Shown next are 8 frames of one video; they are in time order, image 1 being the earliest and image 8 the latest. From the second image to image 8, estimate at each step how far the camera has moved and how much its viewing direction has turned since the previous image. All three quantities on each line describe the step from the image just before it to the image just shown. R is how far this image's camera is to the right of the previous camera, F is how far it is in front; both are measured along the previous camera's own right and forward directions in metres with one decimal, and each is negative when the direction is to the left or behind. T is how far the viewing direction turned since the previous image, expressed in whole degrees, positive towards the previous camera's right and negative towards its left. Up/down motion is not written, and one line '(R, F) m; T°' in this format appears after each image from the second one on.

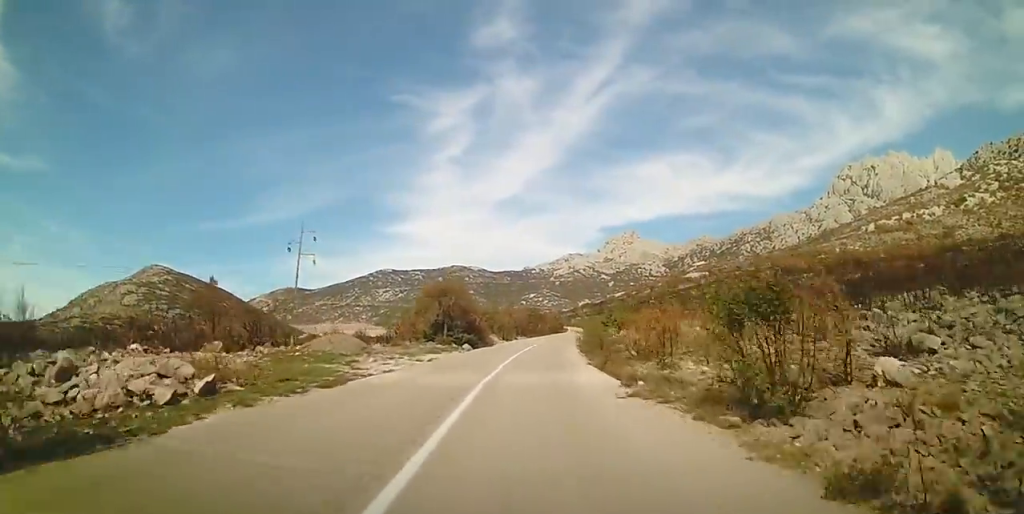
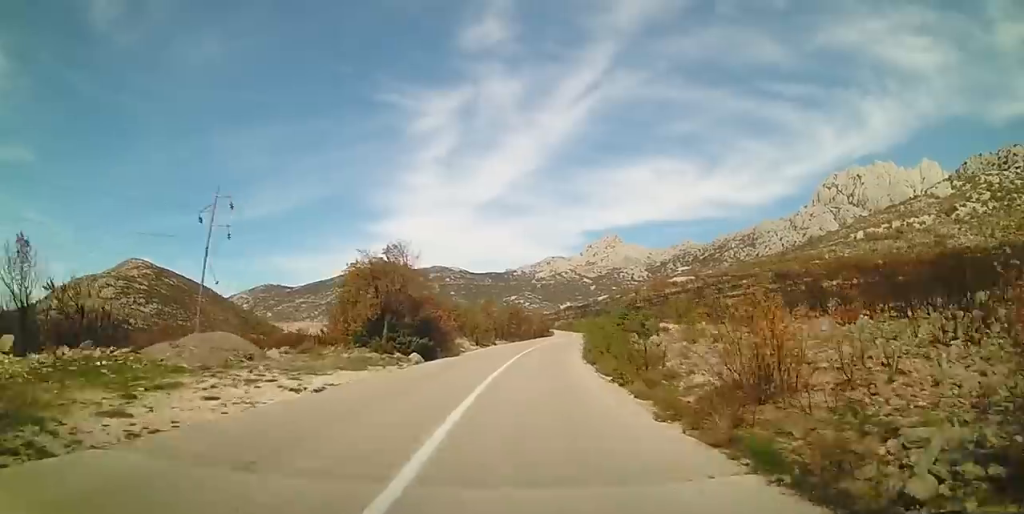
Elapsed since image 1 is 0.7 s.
(0.0, +10.7) m; 0°
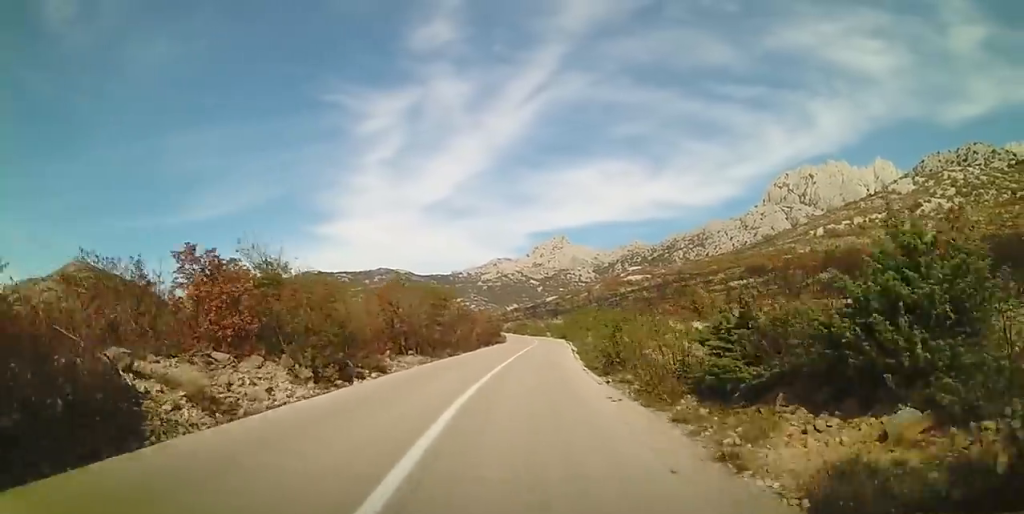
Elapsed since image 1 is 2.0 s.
(0.0, +21.7) m; +3°
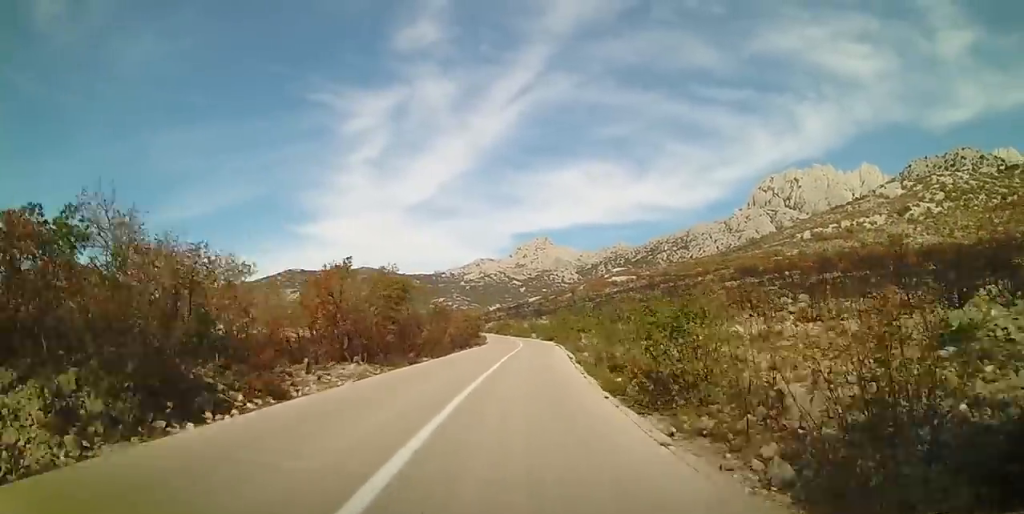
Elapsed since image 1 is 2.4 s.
(-0.4, +6.5) m; +3°
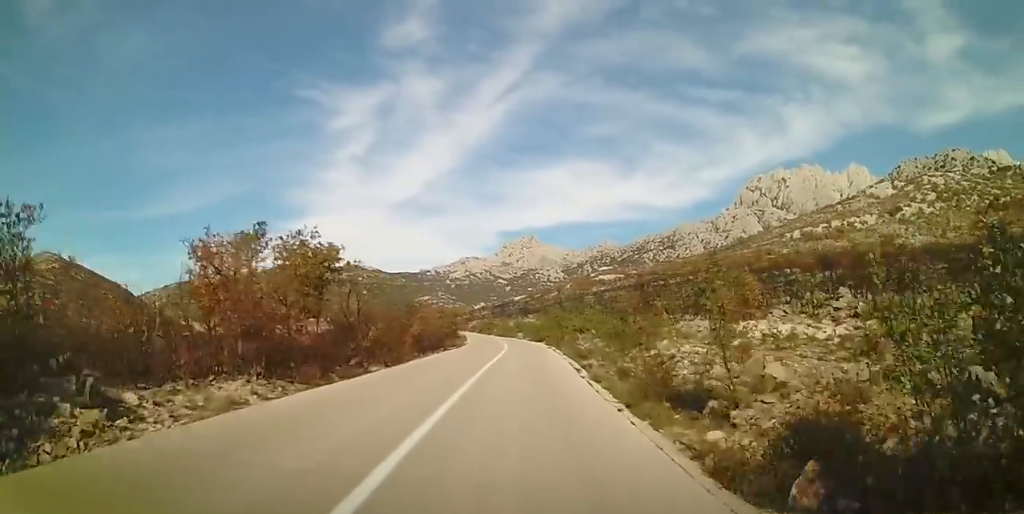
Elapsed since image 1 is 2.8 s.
(+0.6, +7.1) m; +2°
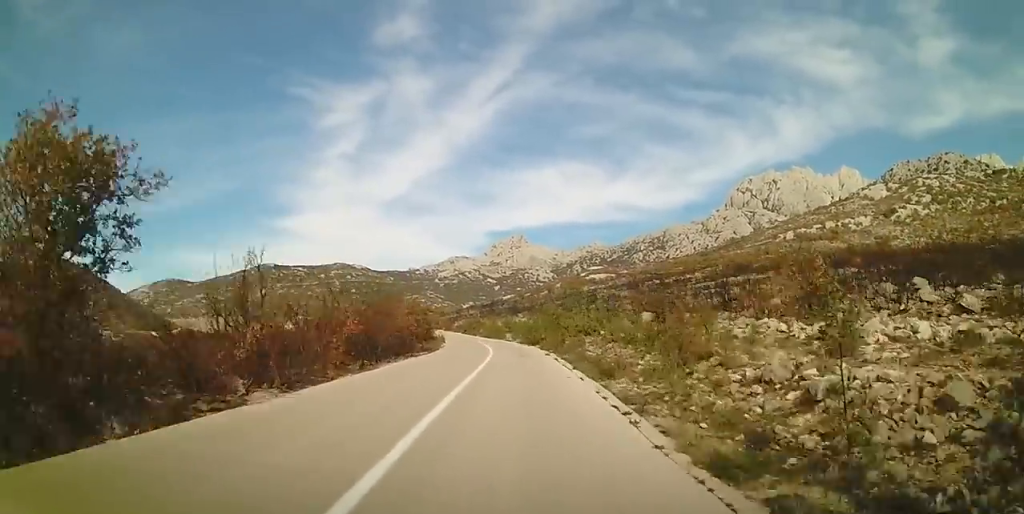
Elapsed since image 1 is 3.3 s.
(+0.7, +8.2) m; +3°
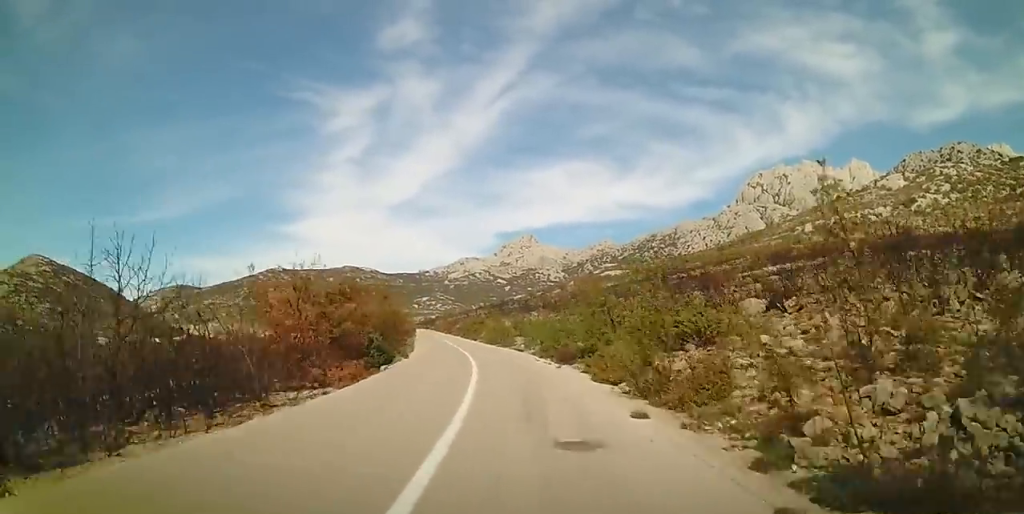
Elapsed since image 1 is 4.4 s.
(0.0, +18.2) m; -2°
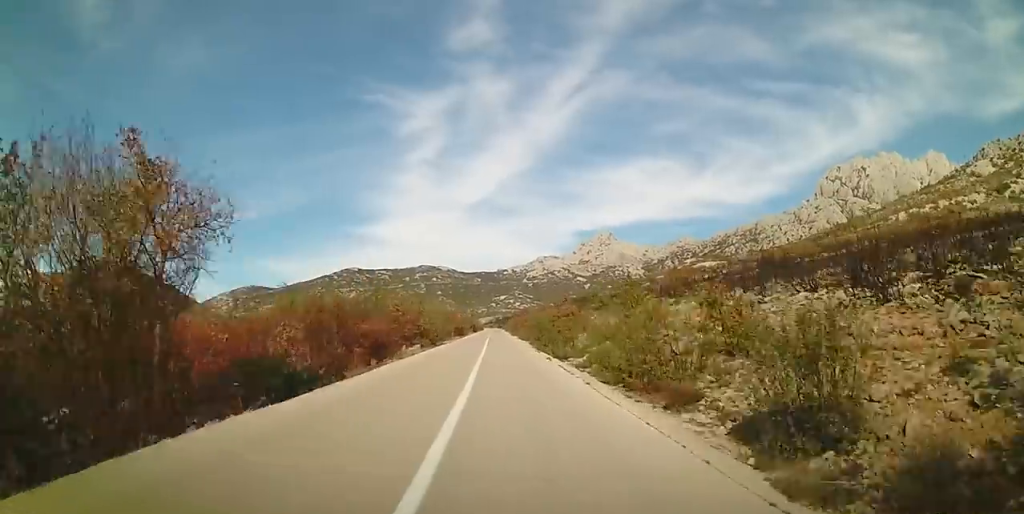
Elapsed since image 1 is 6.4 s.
(-1.2, +33.7) m; -2°
